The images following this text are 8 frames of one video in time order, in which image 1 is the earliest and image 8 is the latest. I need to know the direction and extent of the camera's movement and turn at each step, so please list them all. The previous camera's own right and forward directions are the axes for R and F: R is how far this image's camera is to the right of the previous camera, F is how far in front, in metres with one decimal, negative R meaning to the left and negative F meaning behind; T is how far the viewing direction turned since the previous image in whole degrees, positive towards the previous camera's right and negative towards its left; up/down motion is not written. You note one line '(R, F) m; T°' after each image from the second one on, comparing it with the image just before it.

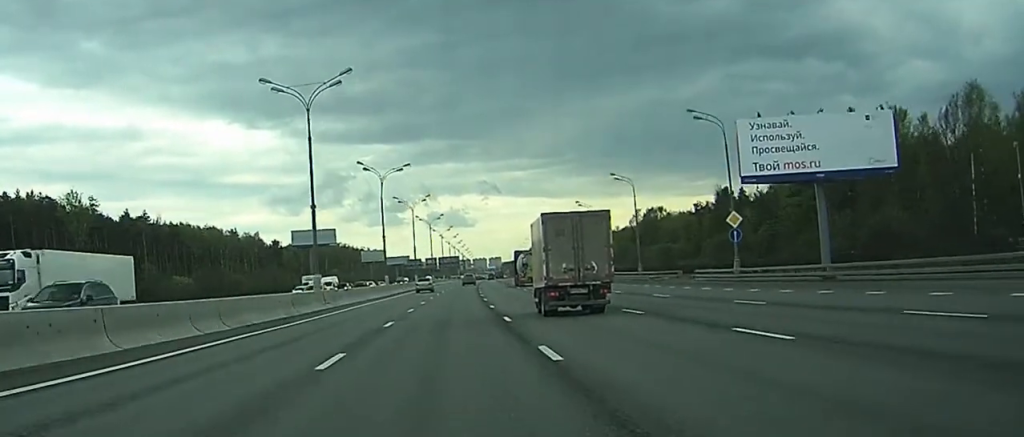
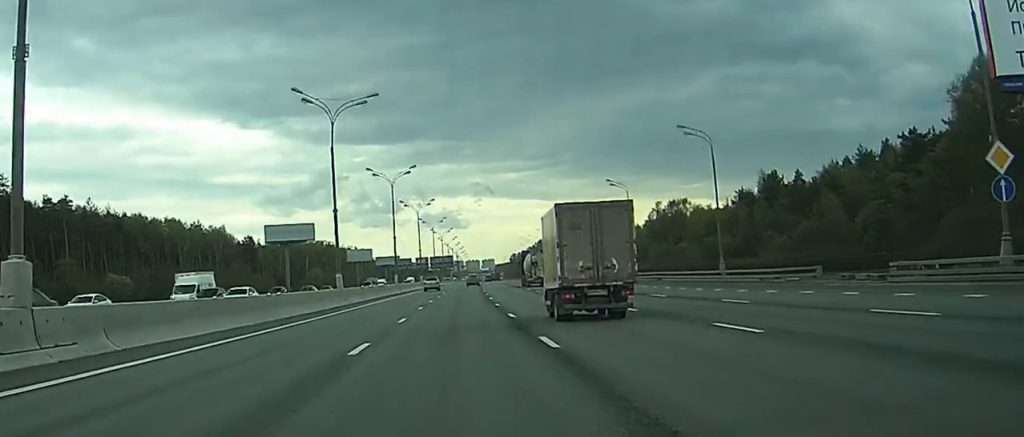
(+0.2, +26.5) m; 0°
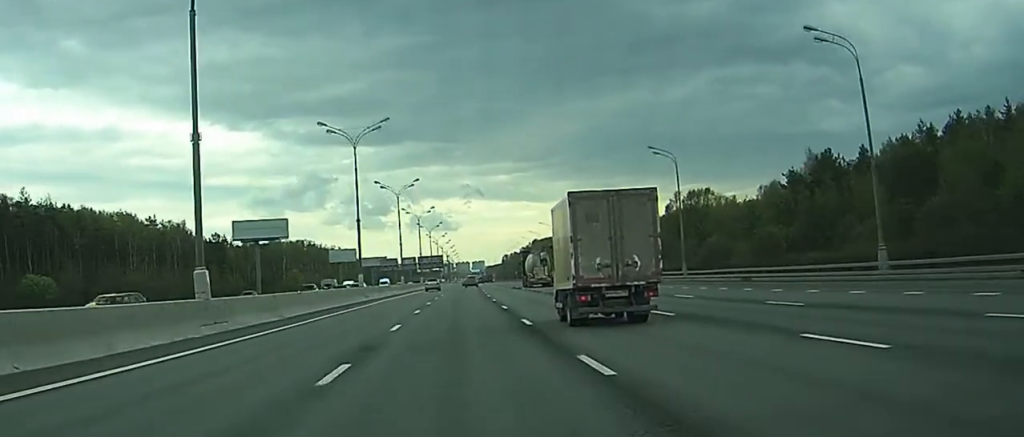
(0.0, +23.2) m; 0°
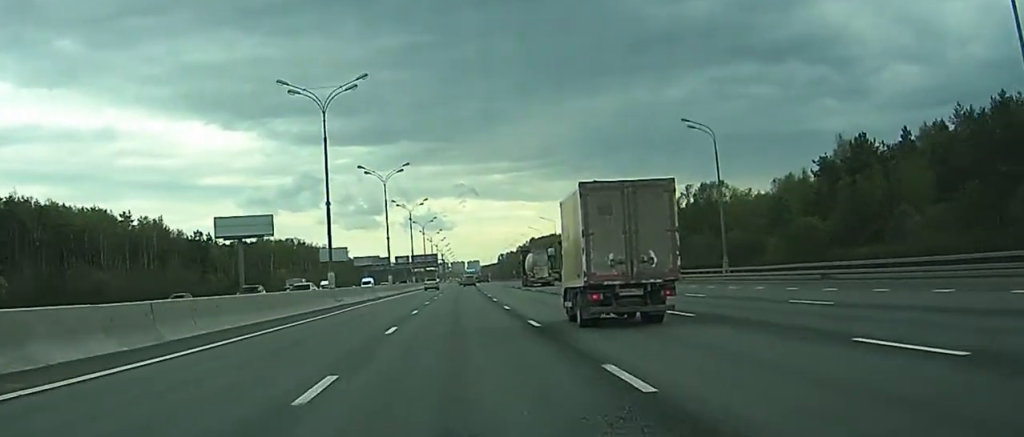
(0.0, +13.4) m; 0°
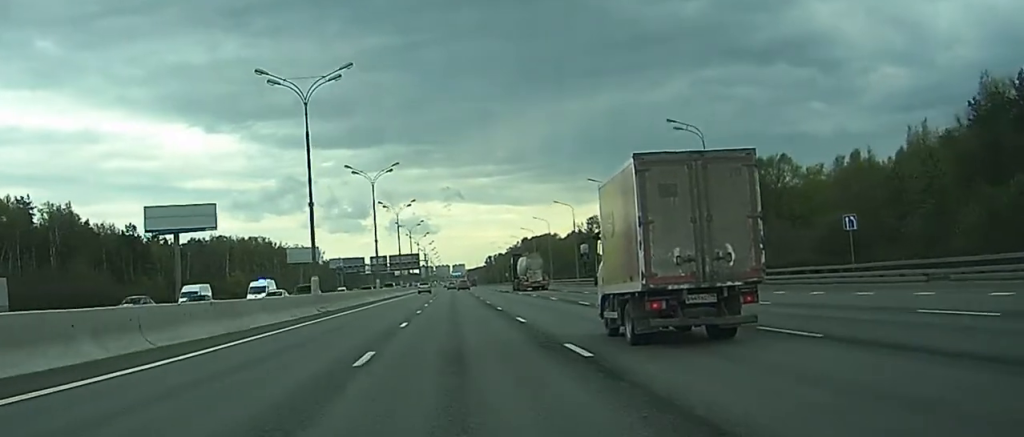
(0.0, +50.4) m; 0°
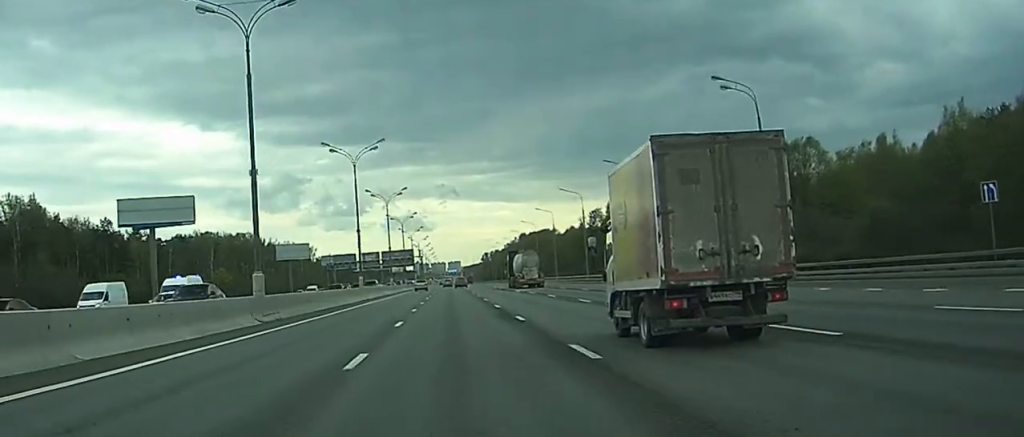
(0.0, +15.0) m; 0°
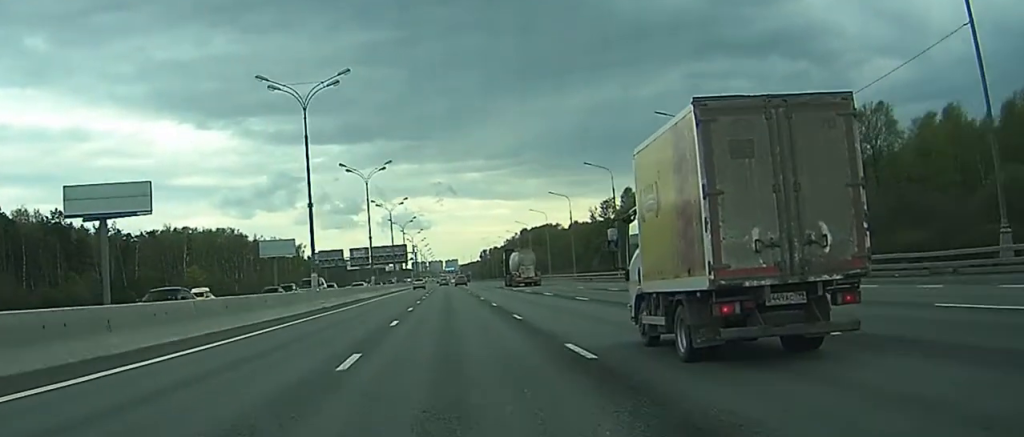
(+0.1, +25.9) m; 0°
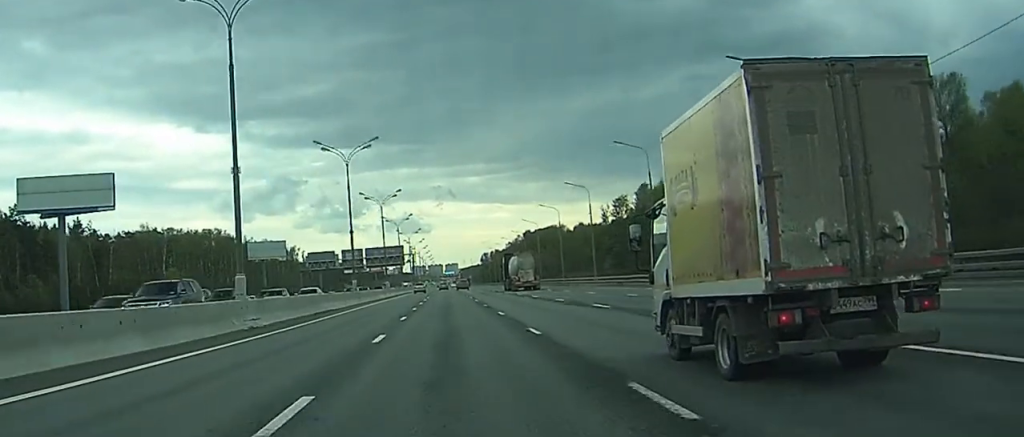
(0.0, +16.5) m; 0°
